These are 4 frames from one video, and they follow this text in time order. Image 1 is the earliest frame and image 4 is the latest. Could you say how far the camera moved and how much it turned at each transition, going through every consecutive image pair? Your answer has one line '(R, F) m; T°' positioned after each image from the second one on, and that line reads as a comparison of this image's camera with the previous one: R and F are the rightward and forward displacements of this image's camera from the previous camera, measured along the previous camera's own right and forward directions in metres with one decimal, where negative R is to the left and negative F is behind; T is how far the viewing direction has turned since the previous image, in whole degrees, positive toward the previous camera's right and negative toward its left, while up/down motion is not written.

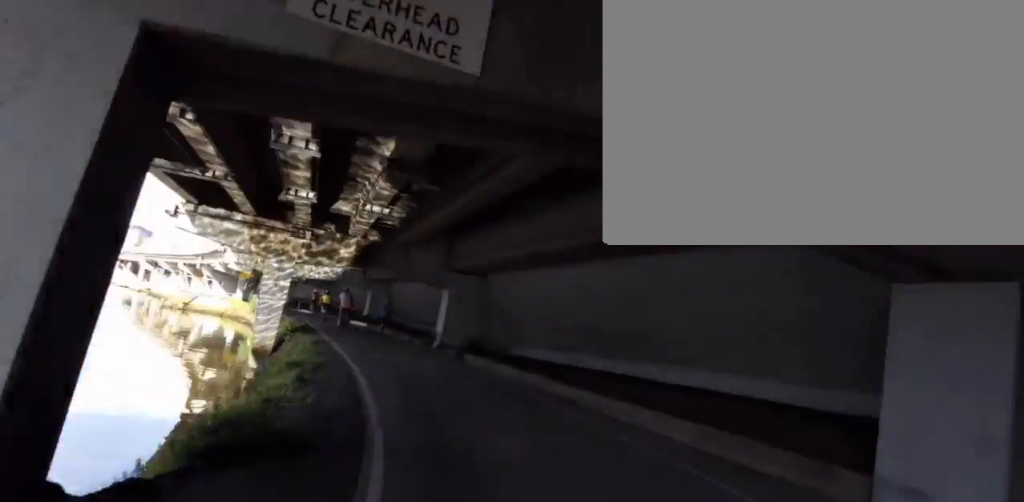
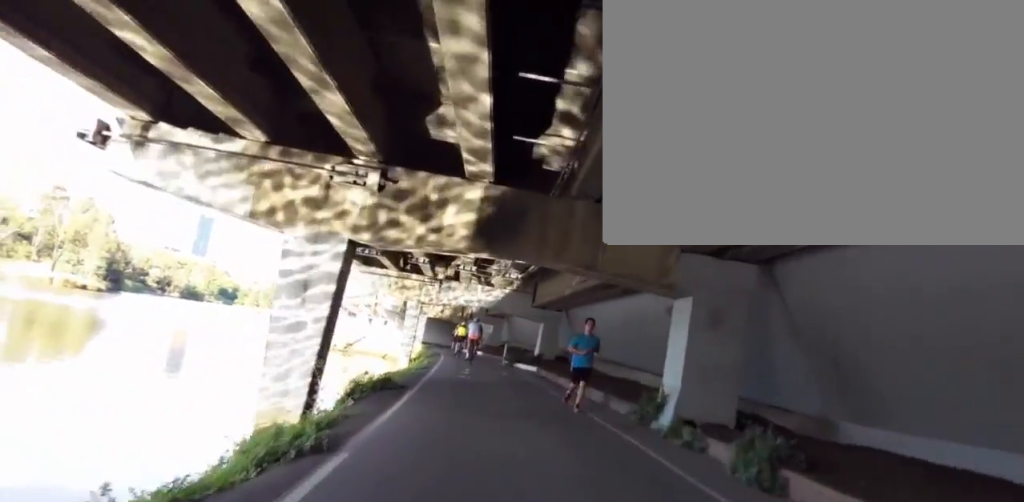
(-3.2, +12.1) m; -12°
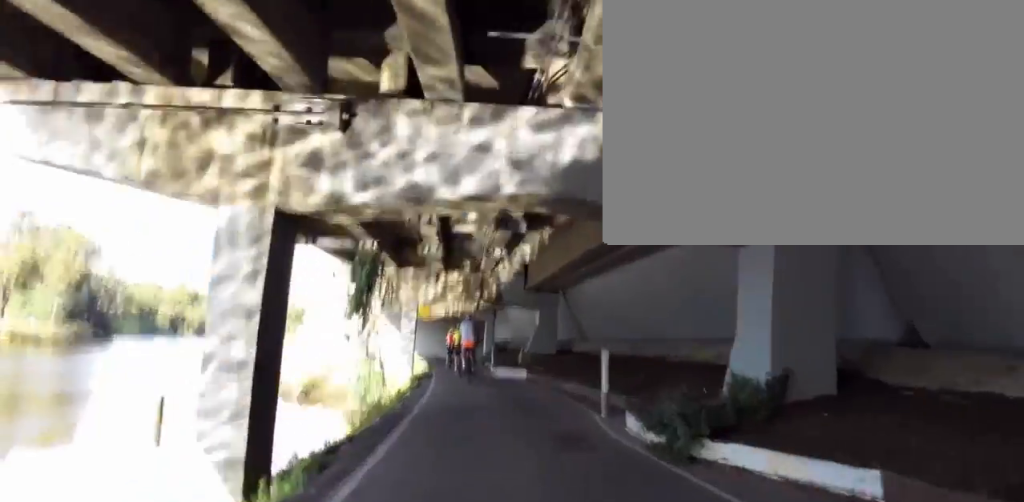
(-1.5, +19.8) m; -15°
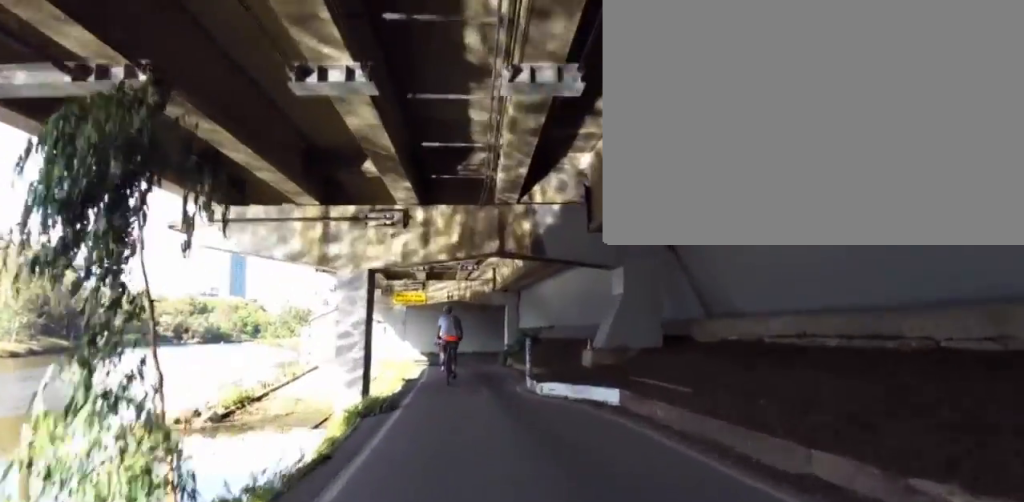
(+0.7, +12.1) m; +7°
